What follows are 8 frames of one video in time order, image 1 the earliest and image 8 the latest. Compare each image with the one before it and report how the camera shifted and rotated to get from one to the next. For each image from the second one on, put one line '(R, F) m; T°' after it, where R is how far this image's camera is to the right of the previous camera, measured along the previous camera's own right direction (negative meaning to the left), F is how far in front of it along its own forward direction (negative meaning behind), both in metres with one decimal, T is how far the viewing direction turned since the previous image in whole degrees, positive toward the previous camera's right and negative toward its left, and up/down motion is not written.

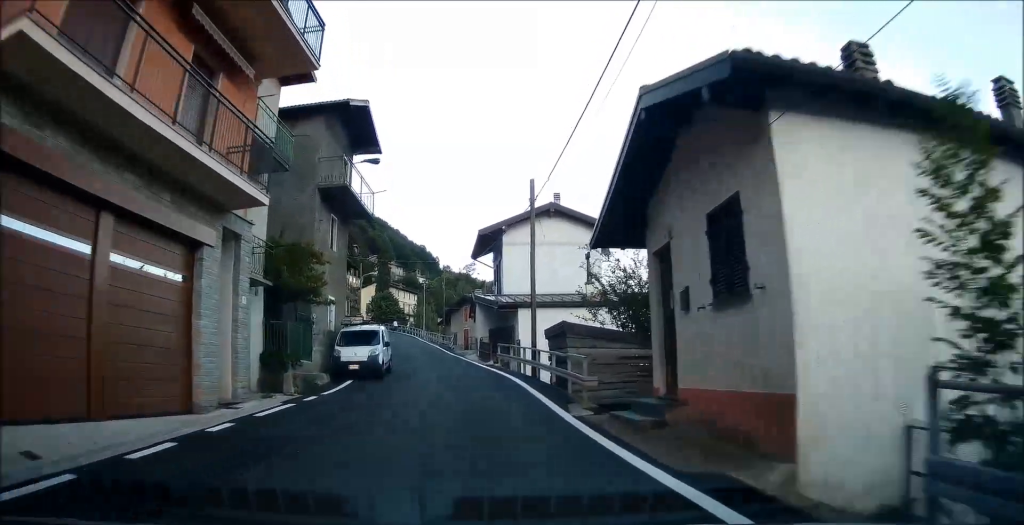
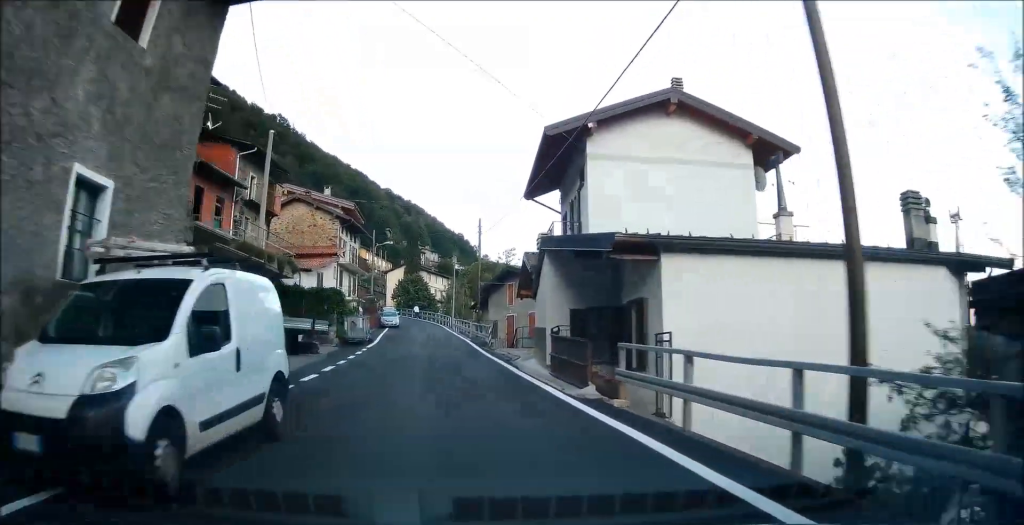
(-0.8, +16.1) m; -5°
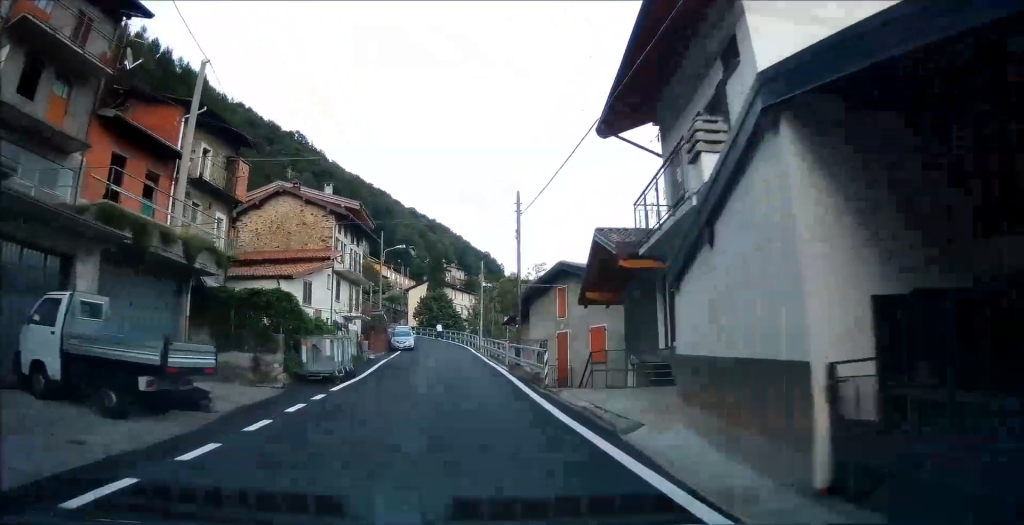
(-0.3, +10.5) m; +2°
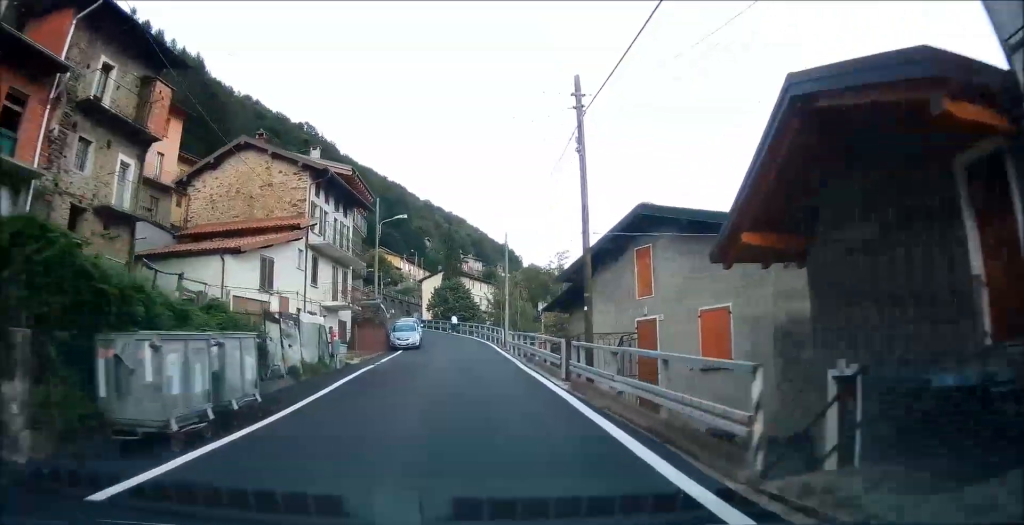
(+0.8, +10.5) m; -3°
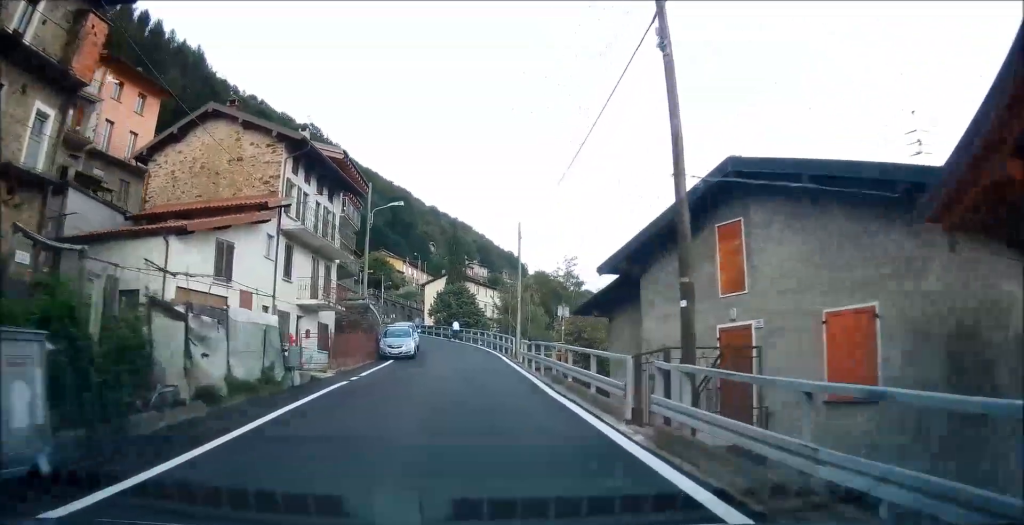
(-0.7, +5.4) m; -3°
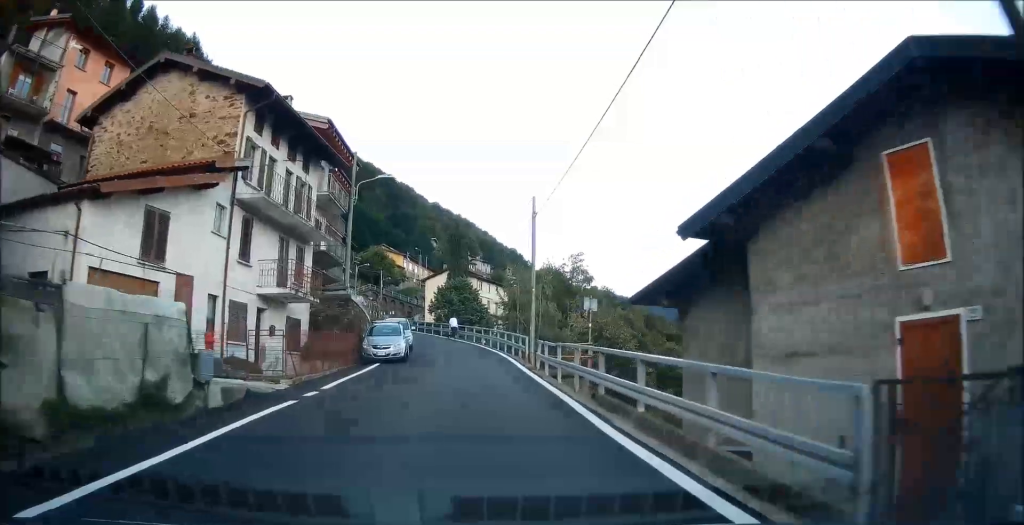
(-0.4, +5.4) m; -2°
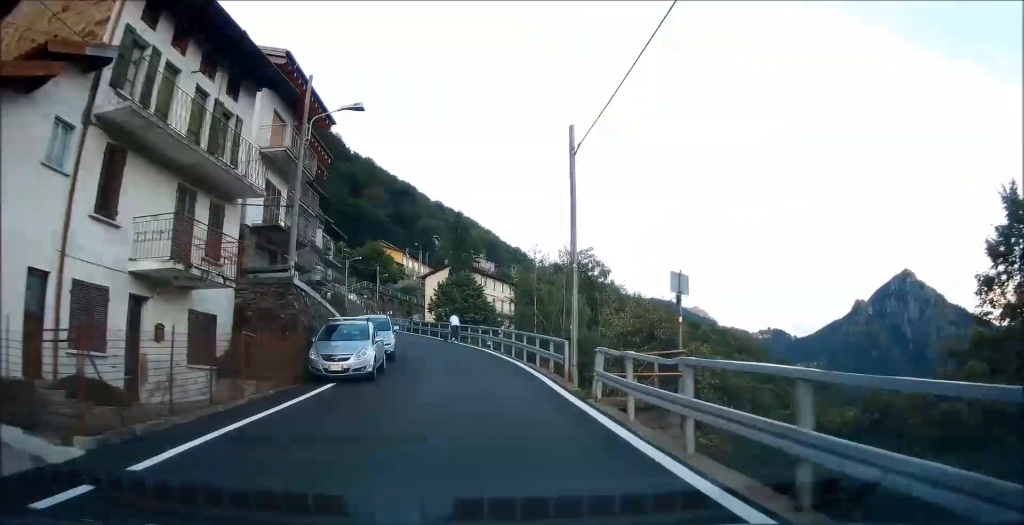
(+0.4, +8.7) m; +2°
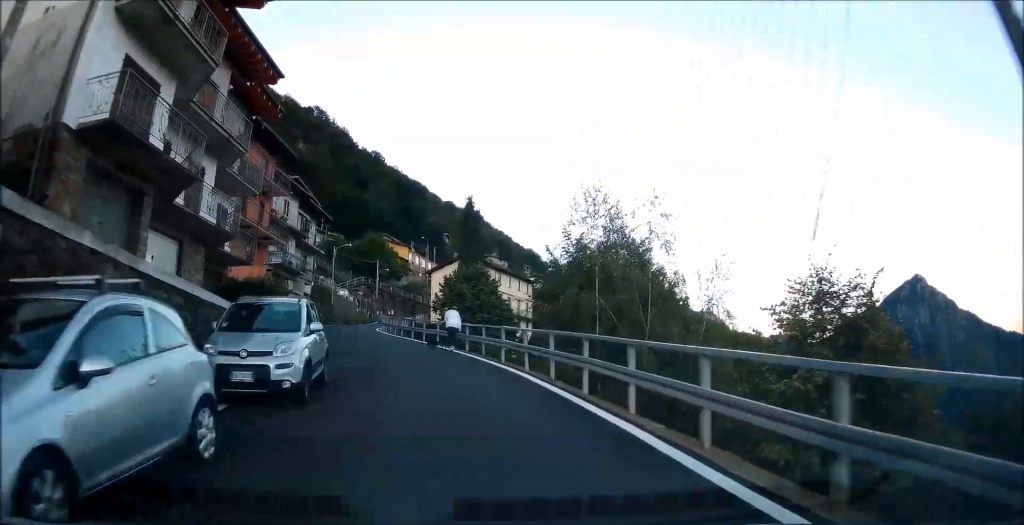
(-0.2, +13.3) m; -5°
